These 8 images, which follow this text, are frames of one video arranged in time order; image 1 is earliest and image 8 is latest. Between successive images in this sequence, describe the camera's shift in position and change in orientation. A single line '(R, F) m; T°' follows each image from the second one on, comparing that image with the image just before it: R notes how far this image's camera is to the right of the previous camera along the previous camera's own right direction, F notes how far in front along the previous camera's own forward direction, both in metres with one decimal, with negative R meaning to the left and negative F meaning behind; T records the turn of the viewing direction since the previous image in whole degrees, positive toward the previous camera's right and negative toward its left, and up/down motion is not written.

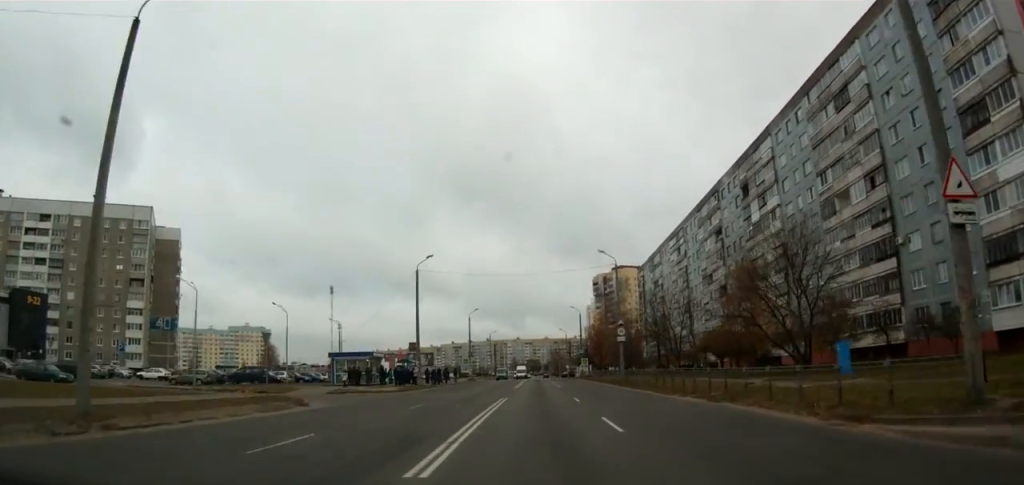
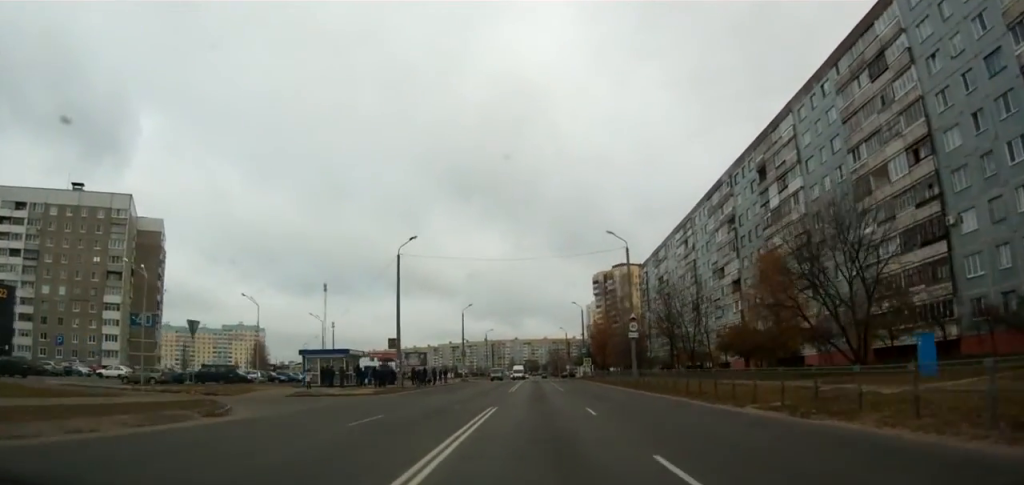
(-0.1, +7.1) m; 0°
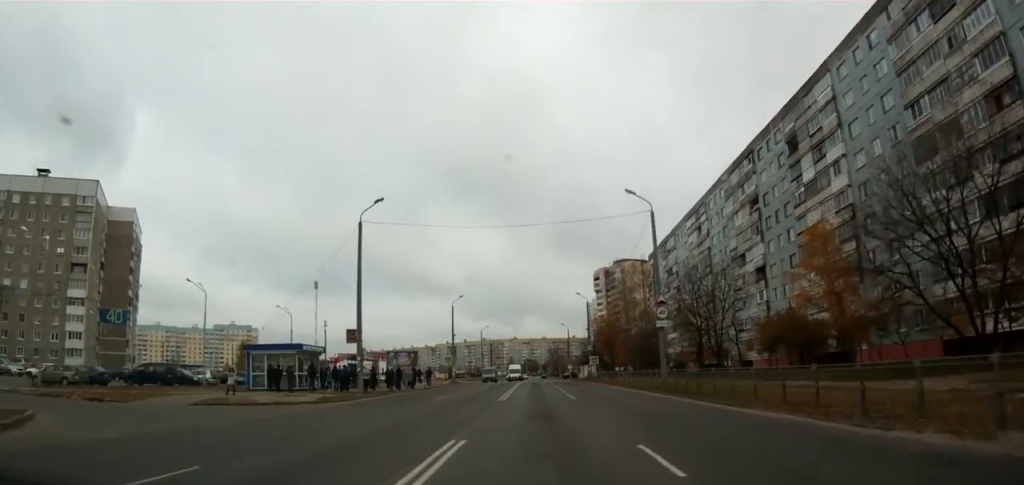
(0.0, +11.1) m; 0°
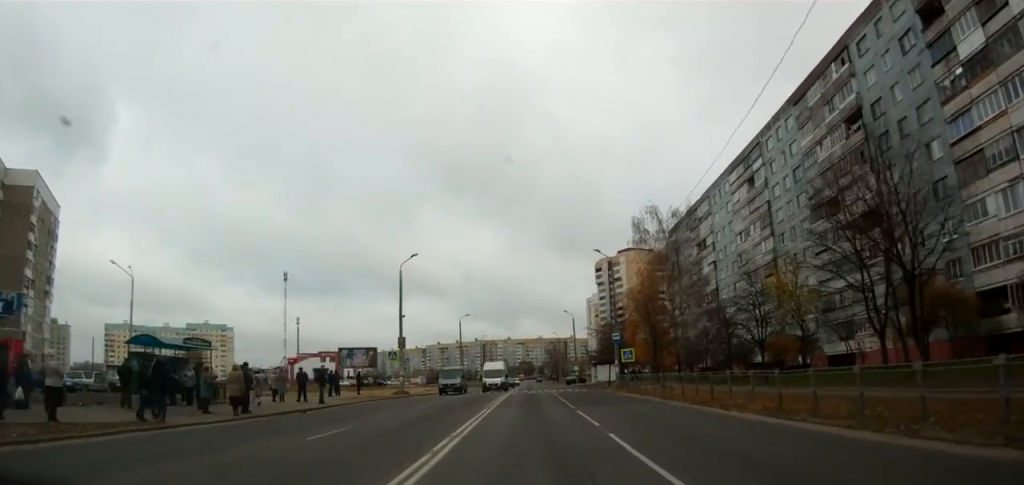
(+0.3, +29.4) m; 0°
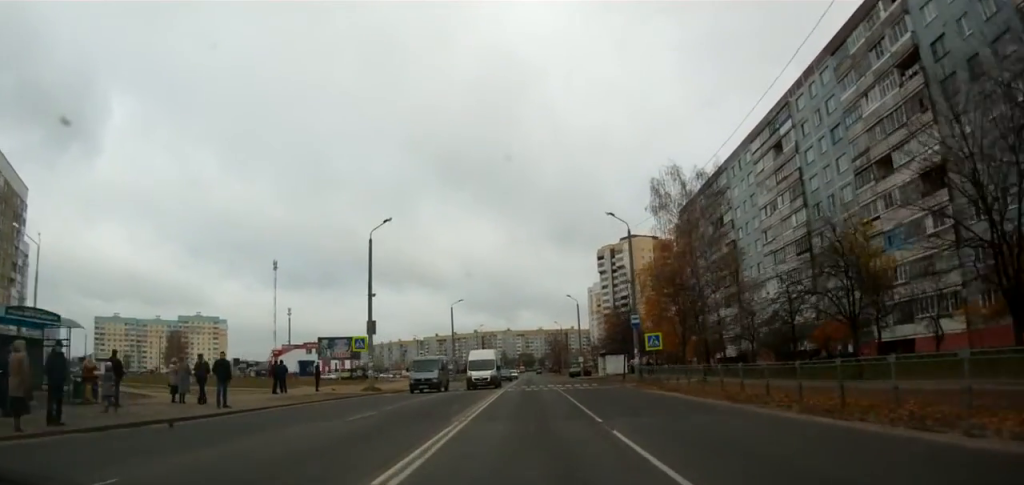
(0.0, +10.3) m; -1°
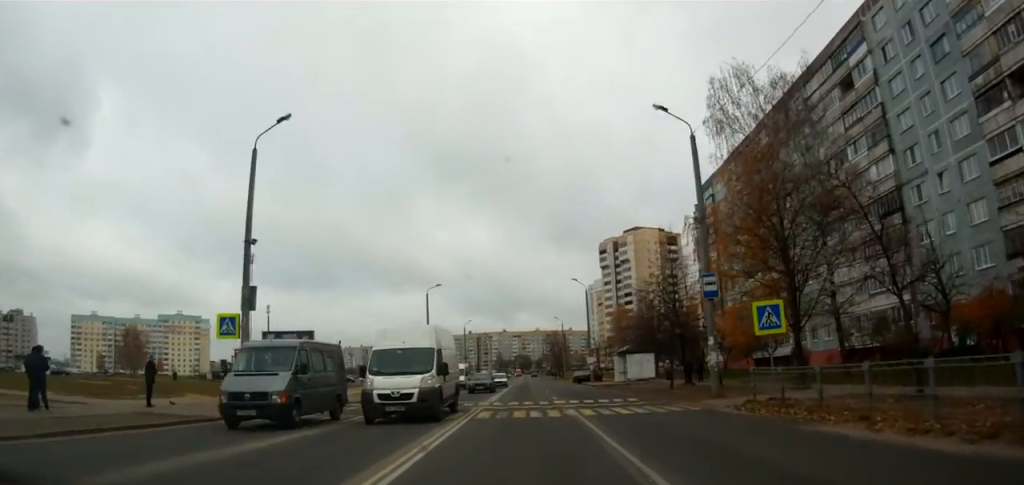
(-0.4, +19.0) m; -1°
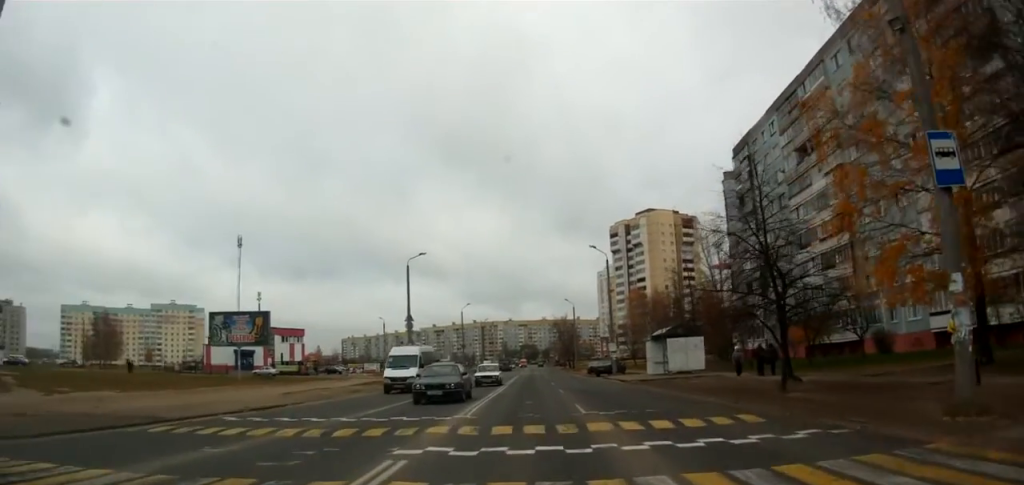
(+0.3, +15.5) m; +3°
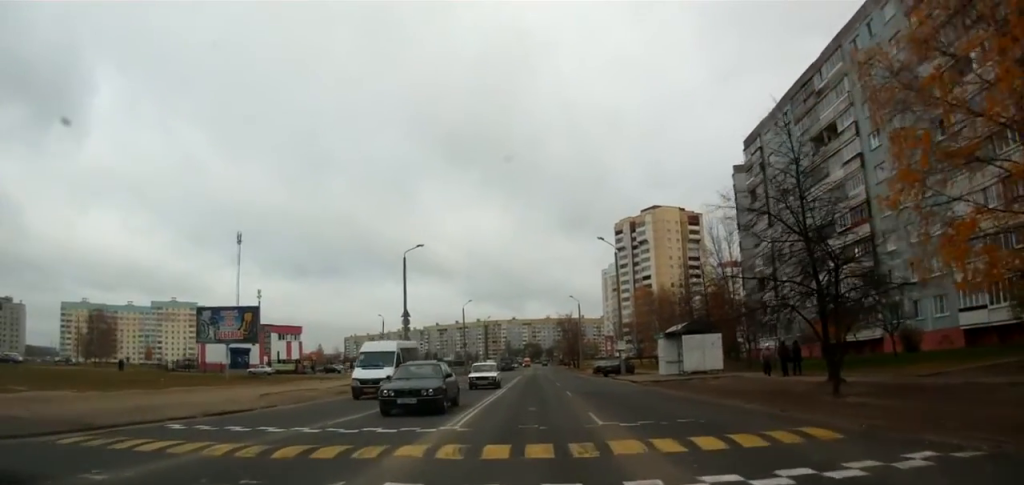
(+0.1, +4.1) m; 0°
